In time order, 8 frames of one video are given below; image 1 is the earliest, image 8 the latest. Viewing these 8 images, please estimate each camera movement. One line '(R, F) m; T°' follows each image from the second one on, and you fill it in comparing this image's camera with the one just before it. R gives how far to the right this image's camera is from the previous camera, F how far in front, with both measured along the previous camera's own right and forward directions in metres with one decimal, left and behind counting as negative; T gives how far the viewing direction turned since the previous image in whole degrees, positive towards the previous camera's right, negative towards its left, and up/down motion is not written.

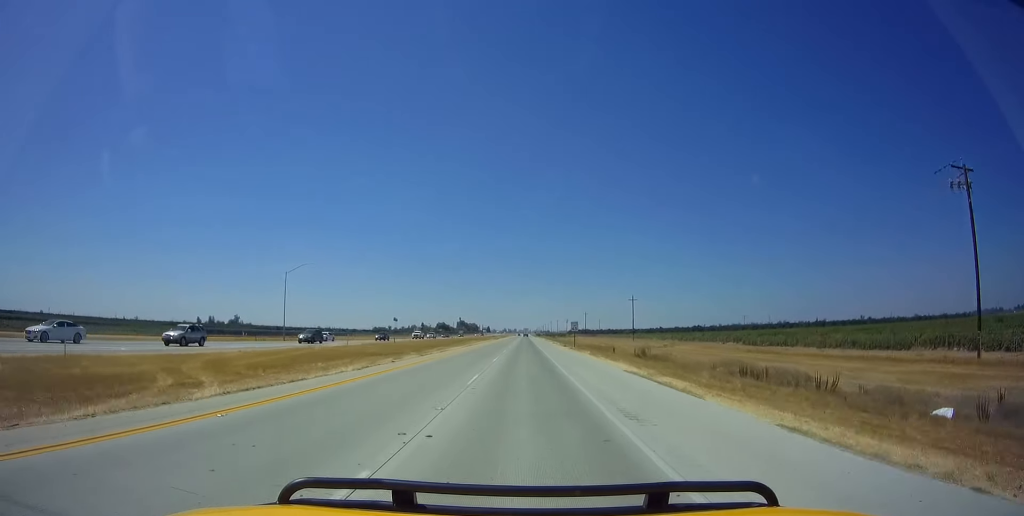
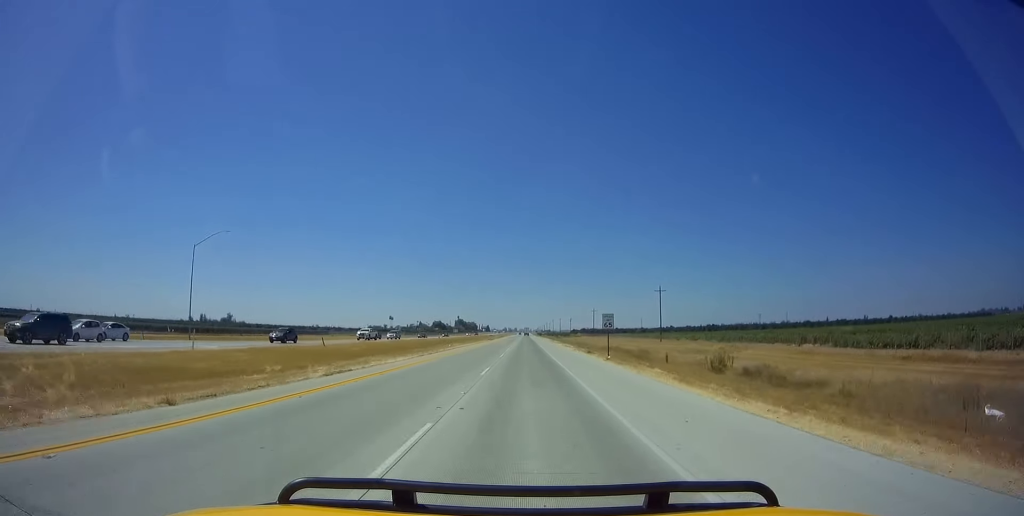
(+0.2, +27.9) m; +1°
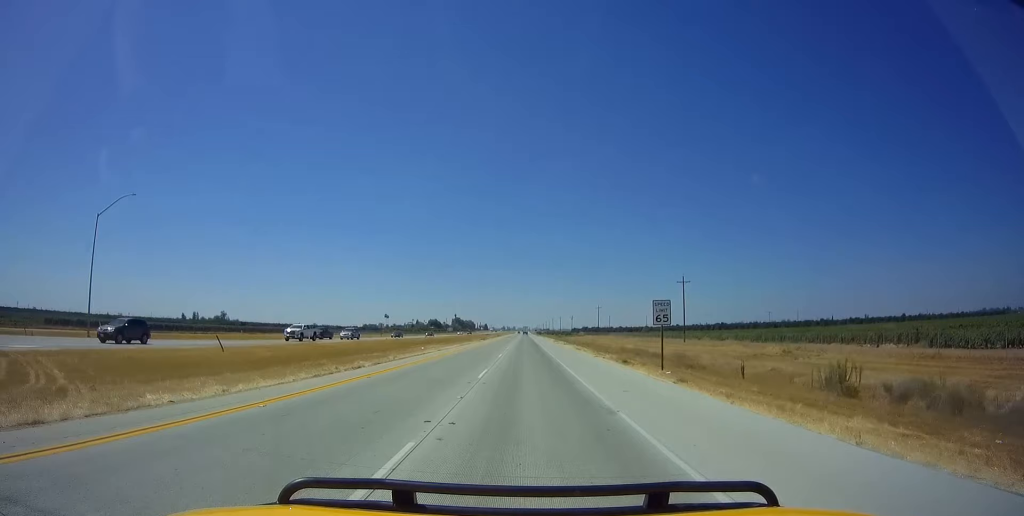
(0.0, +17.5) m; 0°
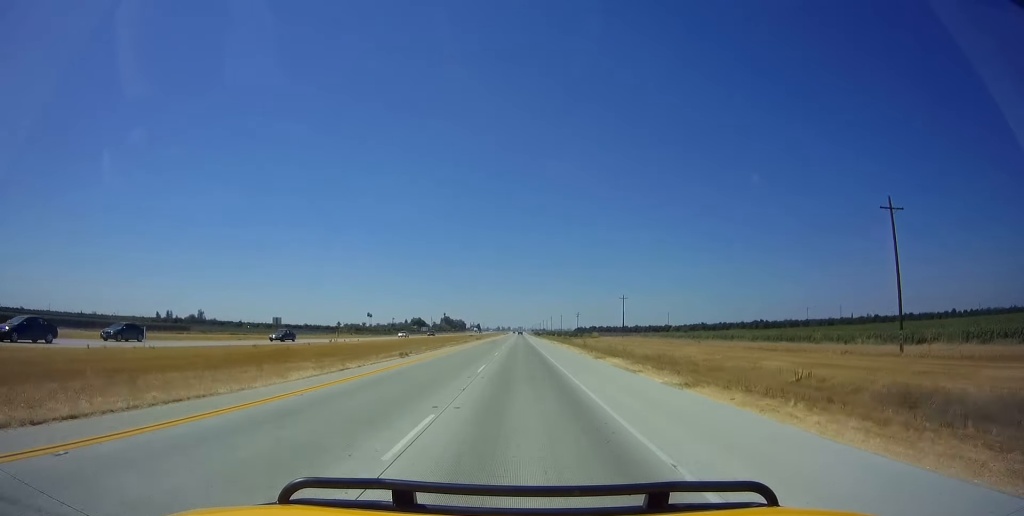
(-0.5, +59.1) m; -1°
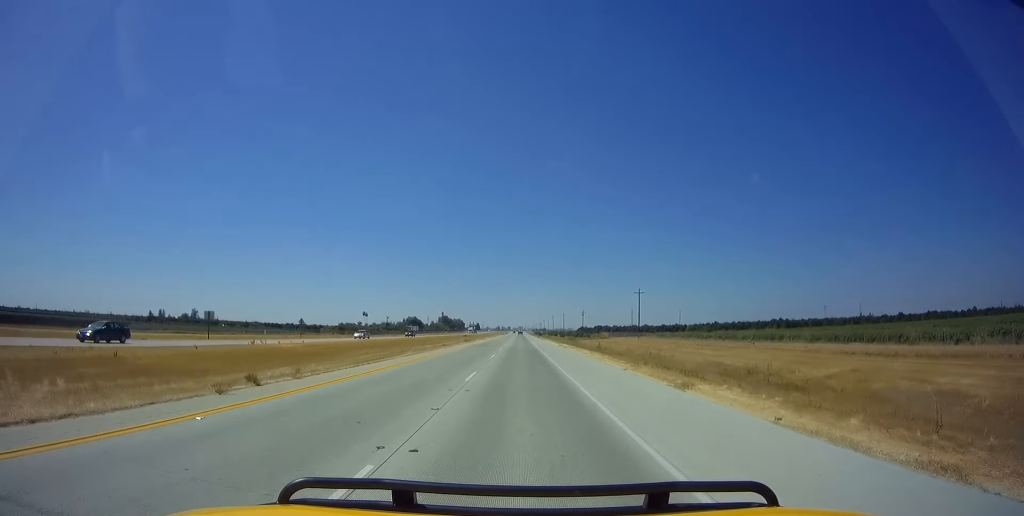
(+0.1, +19.6) m; 0°
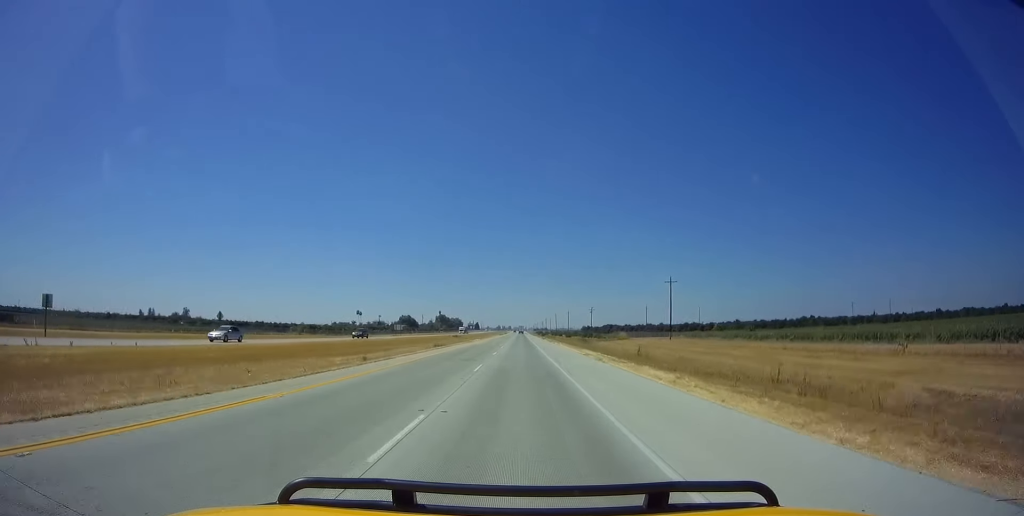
(+0.1, +26.7) m; 0°
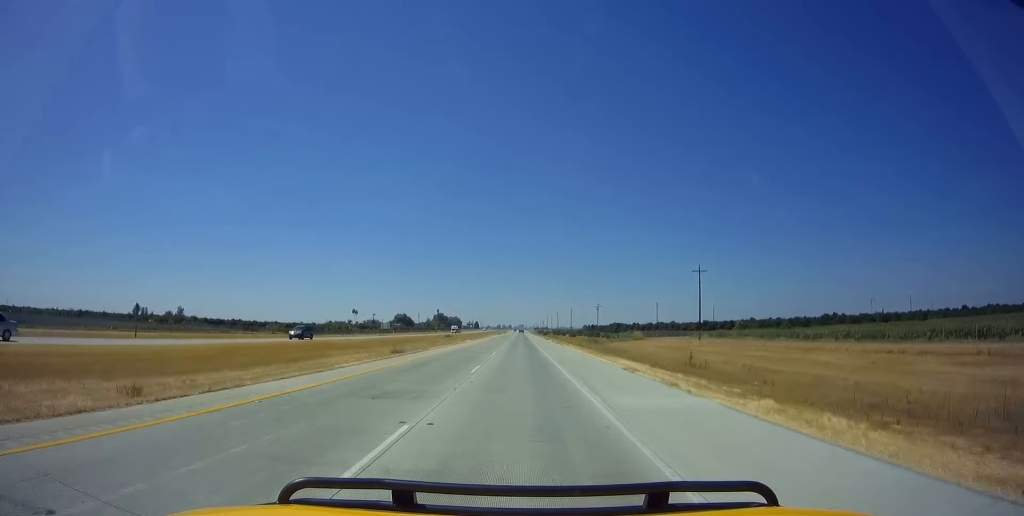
(0.0, +16.3) m; 0°
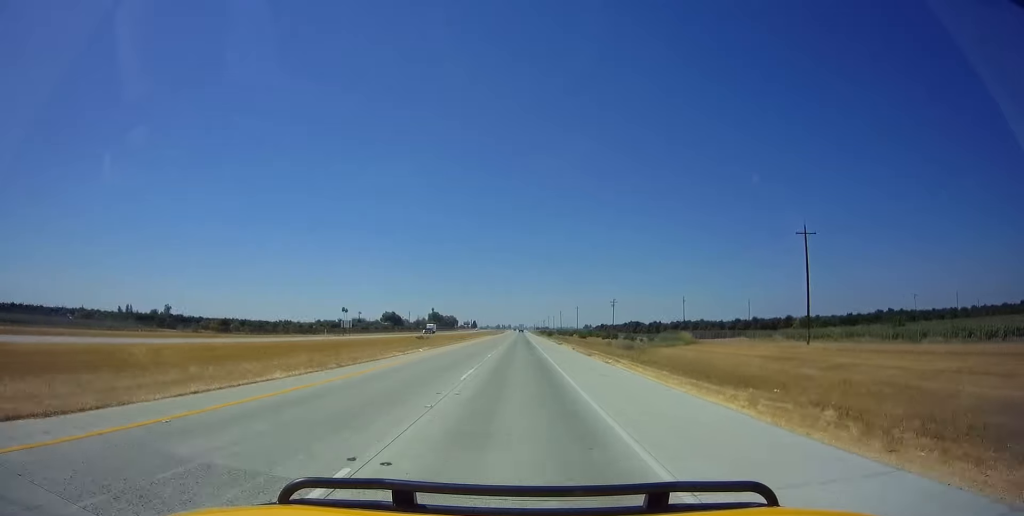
(0.0, +33.1) m; 0°
